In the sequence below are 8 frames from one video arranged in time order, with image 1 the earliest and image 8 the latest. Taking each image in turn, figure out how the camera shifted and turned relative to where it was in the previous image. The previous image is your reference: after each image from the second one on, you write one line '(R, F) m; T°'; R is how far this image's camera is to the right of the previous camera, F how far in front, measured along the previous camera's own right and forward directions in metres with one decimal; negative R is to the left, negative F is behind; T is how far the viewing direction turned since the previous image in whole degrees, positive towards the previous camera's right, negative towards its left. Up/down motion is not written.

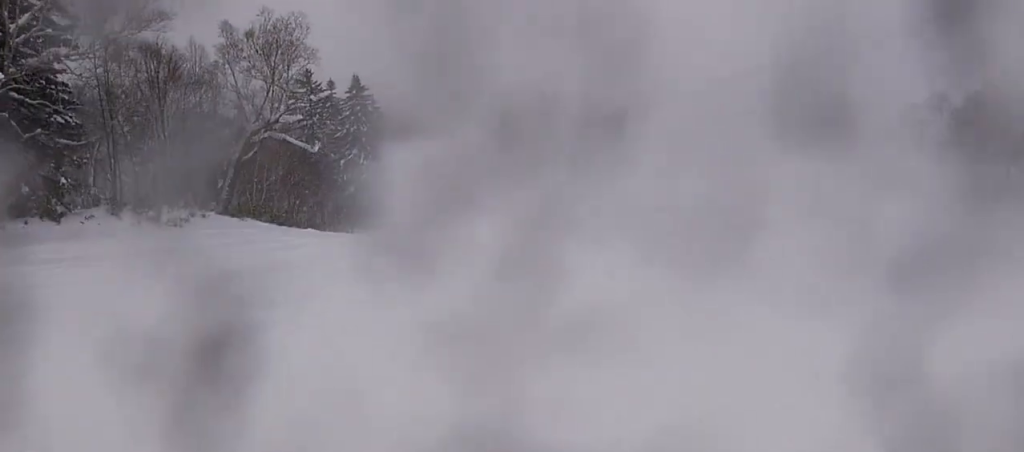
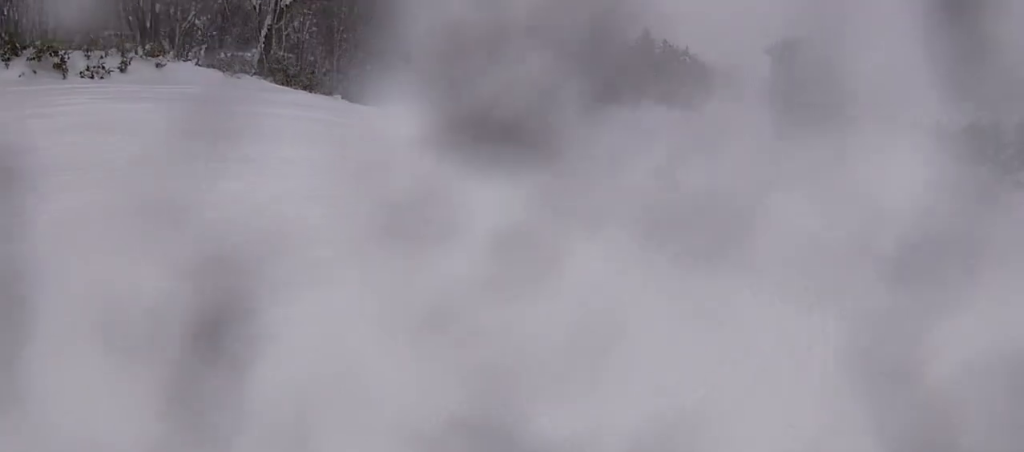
(-0.6, +11.5) m; -4°
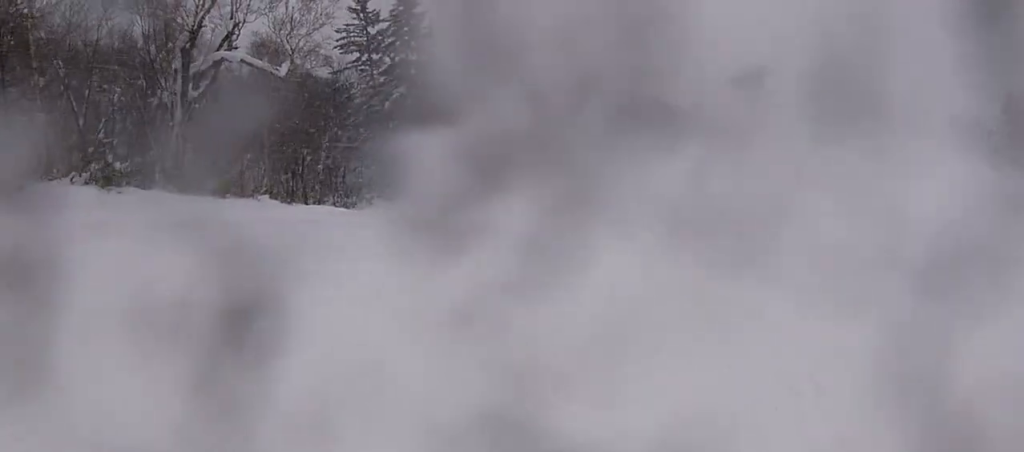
(0.0, +6.8) m; +3°
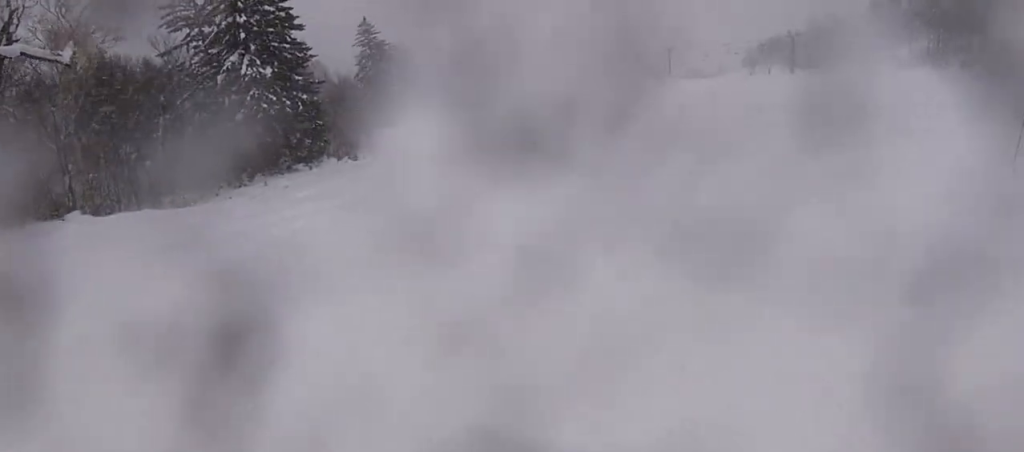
(-0.1, +4.3) m; +5°
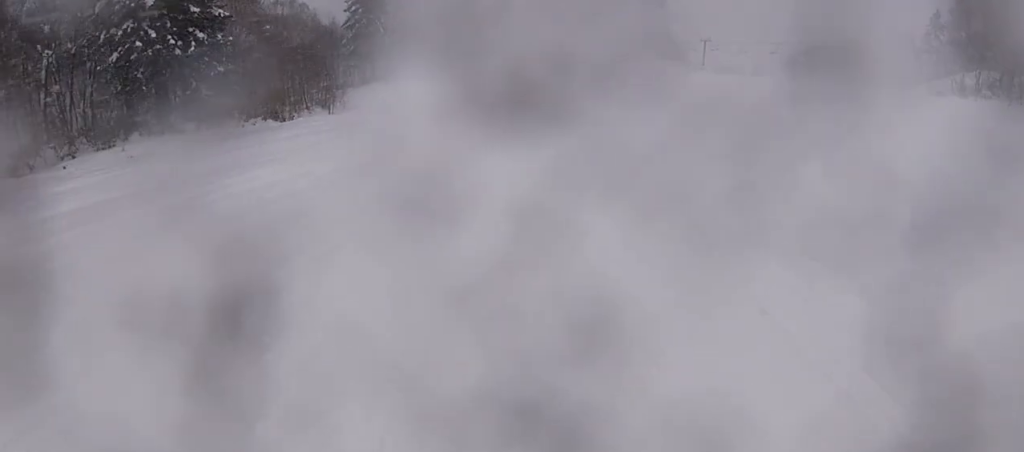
(+1.6, +12.2) m; +7°
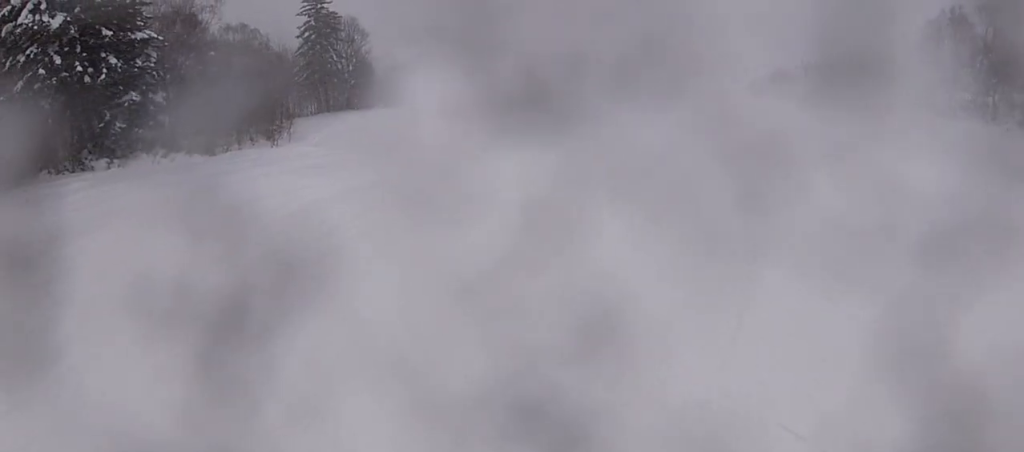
(+0.2, +4.1) m; -4°
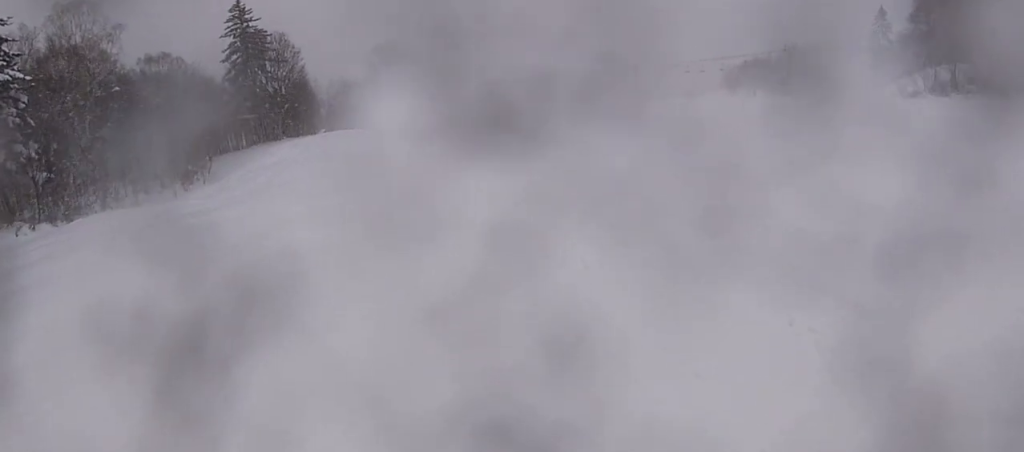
(-1.1, +9.5) m; -2°
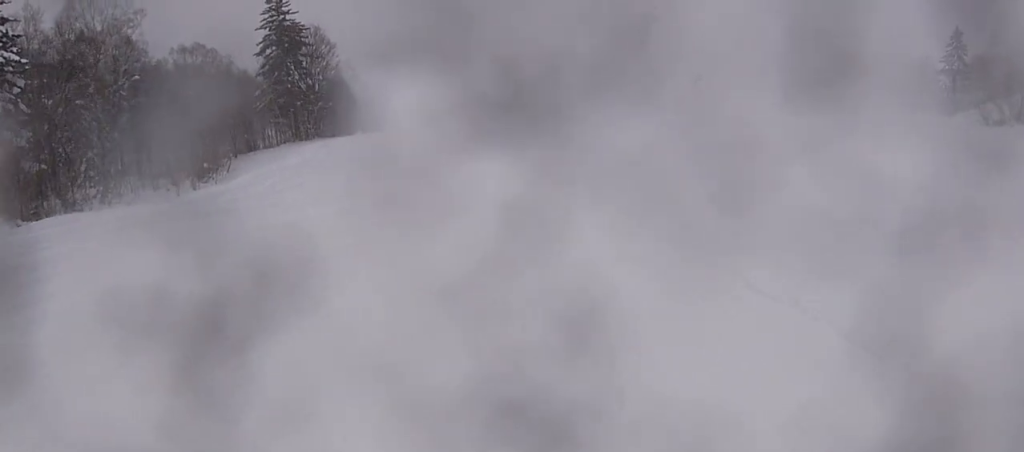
(+0.6, +5.4) m; 0°
